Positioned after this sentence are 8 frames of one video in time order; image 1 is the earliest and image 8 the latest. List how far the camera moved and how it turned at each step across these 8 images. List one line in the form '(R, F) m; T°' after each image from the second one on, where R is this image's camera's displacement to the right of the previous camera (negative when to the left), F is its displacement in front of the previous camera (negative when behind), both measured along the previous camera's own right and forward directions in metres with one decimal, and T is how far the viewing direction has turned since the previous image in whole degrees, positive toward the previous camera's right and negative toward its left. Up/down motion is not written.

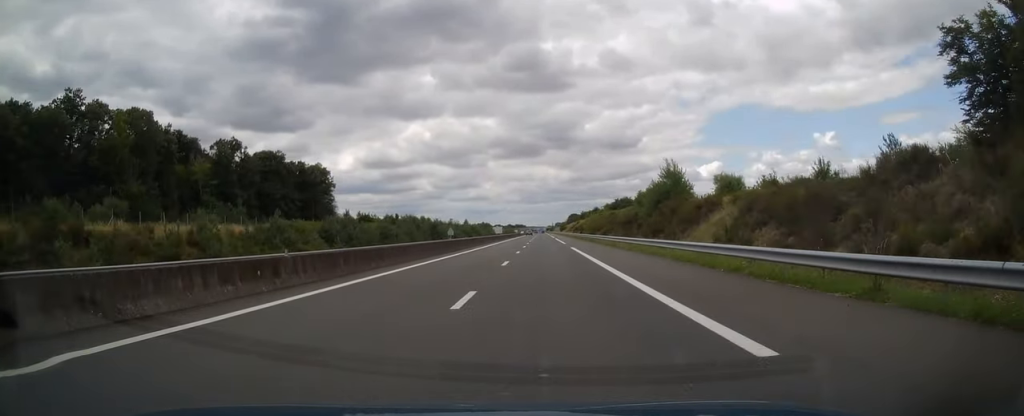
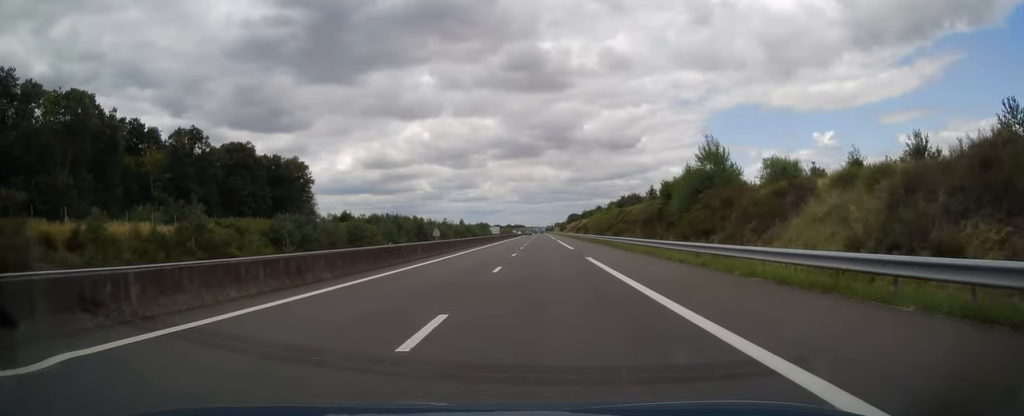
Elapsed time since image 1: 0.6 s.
(-0.3, +16.6) m; 0°
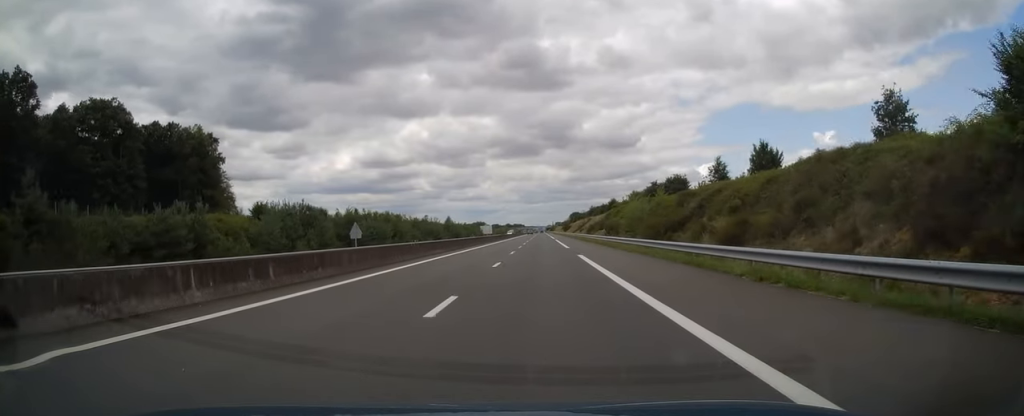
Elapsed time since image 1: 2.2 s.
(+0.2, +49.4) m; 0°
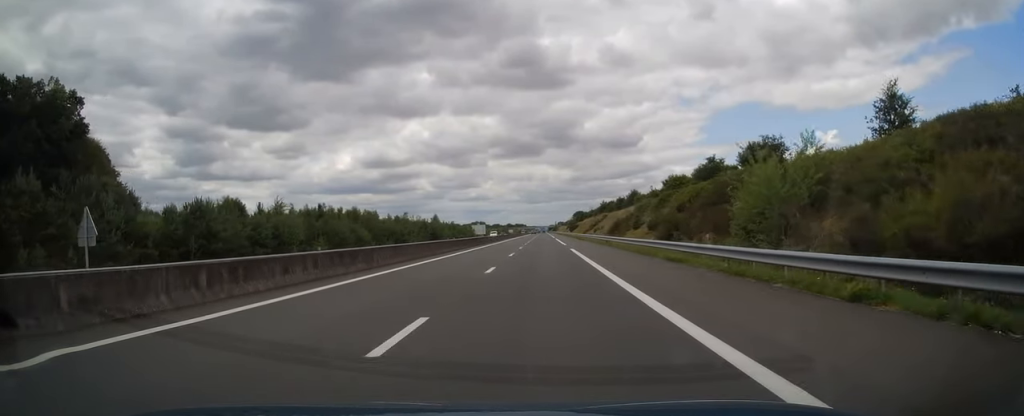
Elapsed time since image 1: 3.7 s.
(-0.3, +42.1) m; 0°
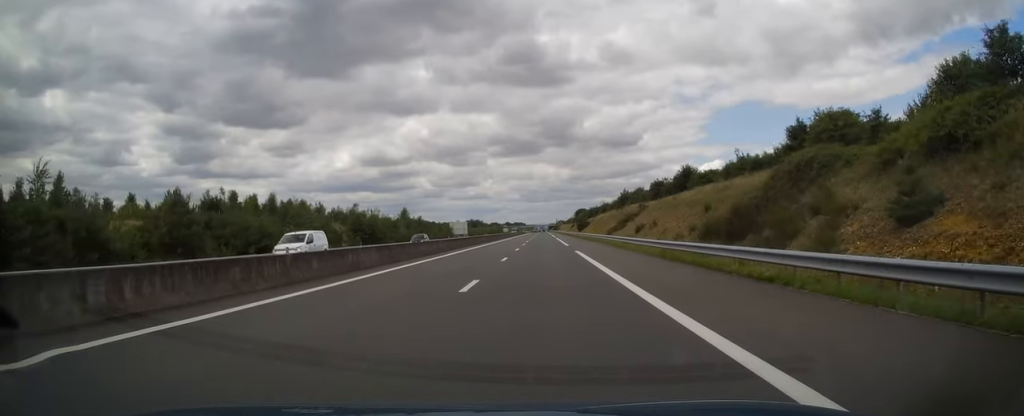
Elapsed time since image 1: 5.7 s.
(0.0, +58.2) m; 0°
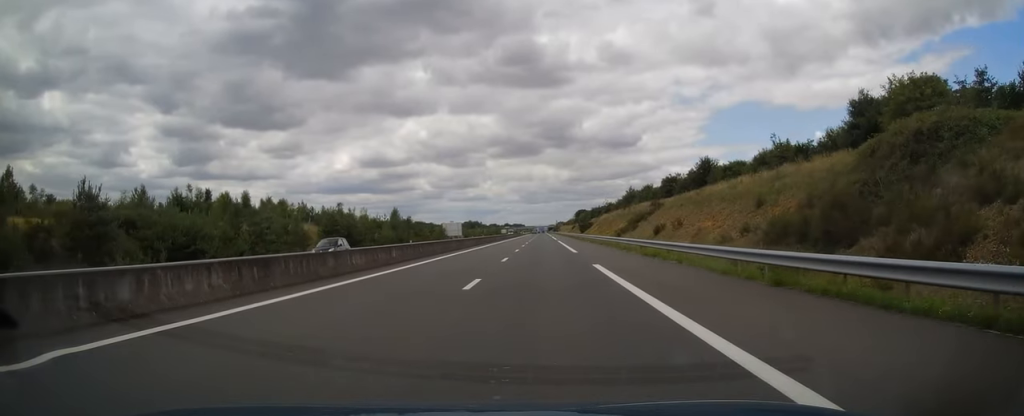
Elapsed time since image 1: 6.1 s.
(+0.1, +12.2) m; 0°
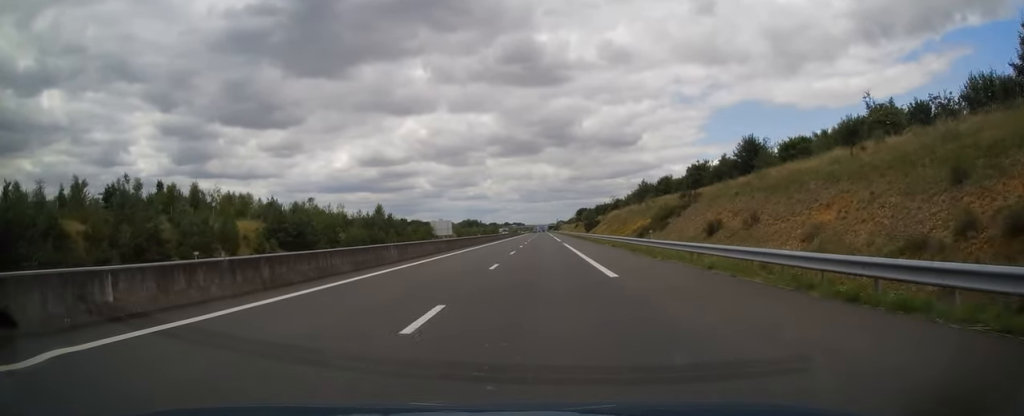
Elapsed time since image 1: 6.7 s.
(+0.3, +19.0) m; 0°
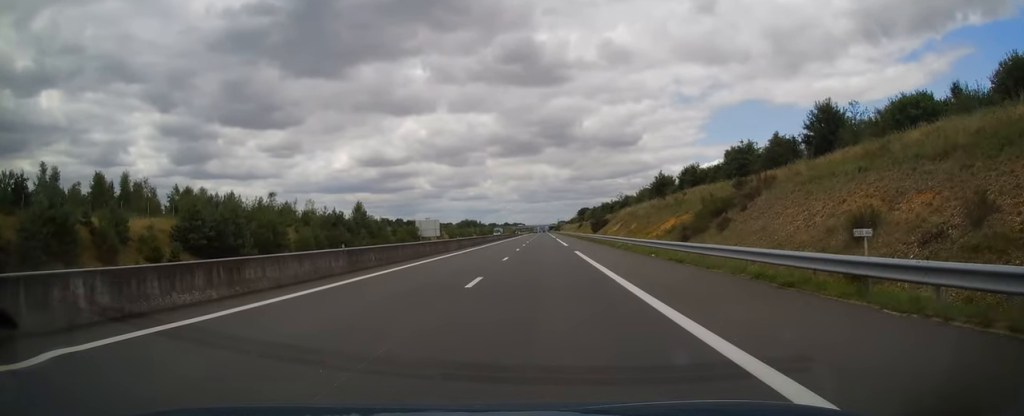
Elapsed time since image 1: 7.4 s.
(-0.3, +19.5) m; -1°
